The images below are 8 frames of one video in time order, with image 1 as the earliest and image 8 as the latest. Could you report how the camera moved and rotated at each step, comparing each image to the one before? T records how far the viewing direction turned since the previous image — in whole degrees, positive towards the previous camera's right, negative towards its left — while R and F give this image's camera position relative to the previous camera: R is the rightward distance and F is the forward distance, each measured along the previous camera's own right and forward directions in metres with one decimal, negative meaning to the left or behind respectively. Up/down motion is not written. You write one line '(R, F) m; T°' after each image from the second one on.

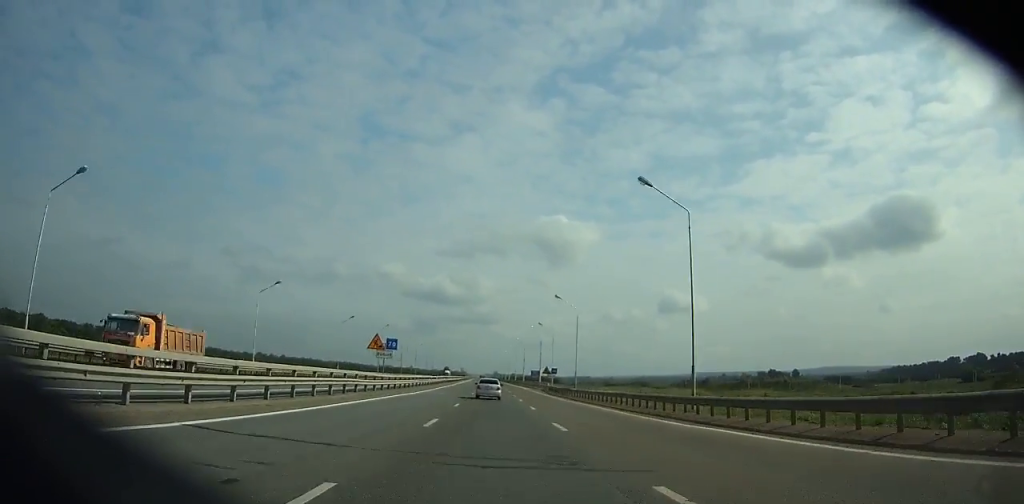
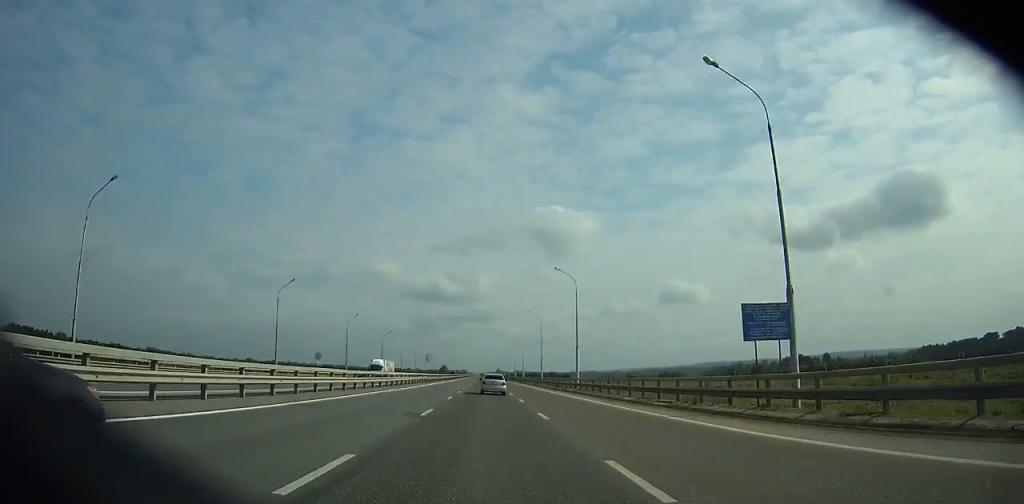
(-1.0, +106.7) m; -1°
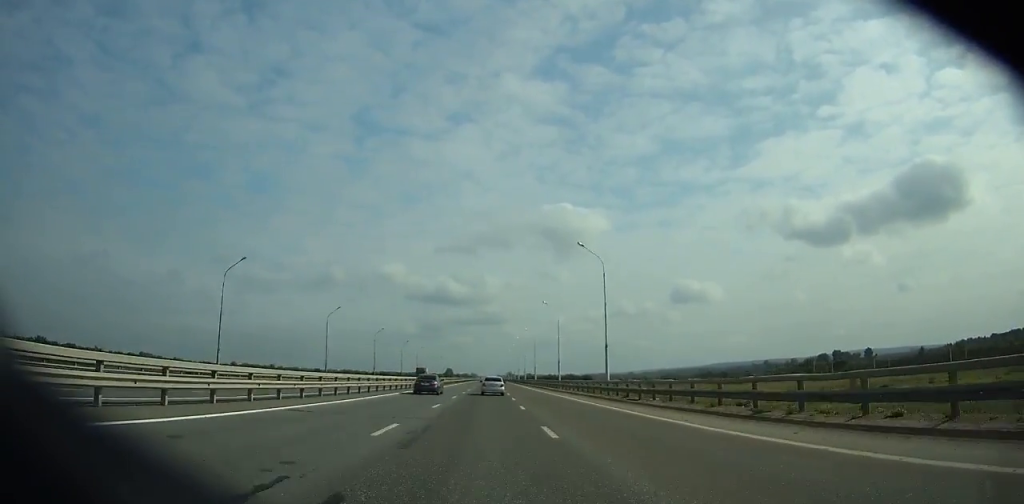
(-0.7, +99.0) m; 0°
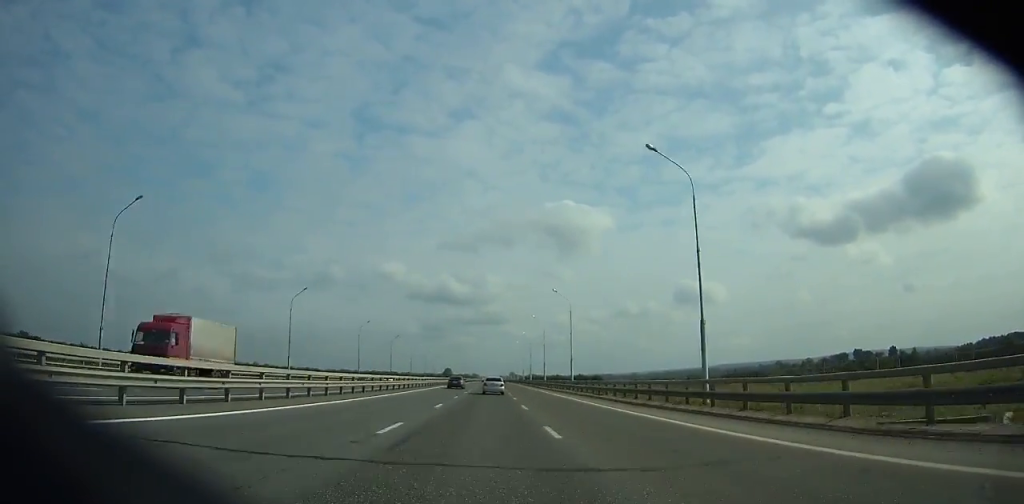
(0.0, +59.1) m; -1°
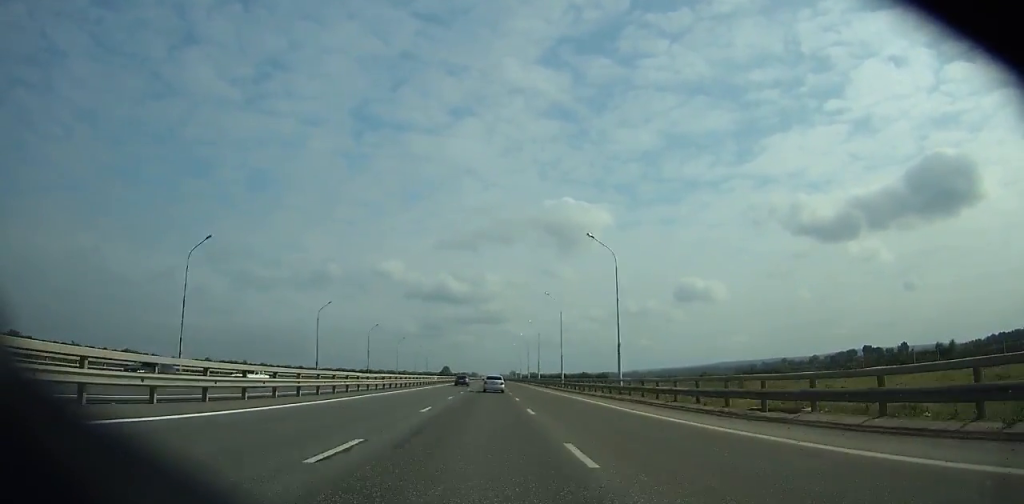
(-0.4, +28.1) m; 0°
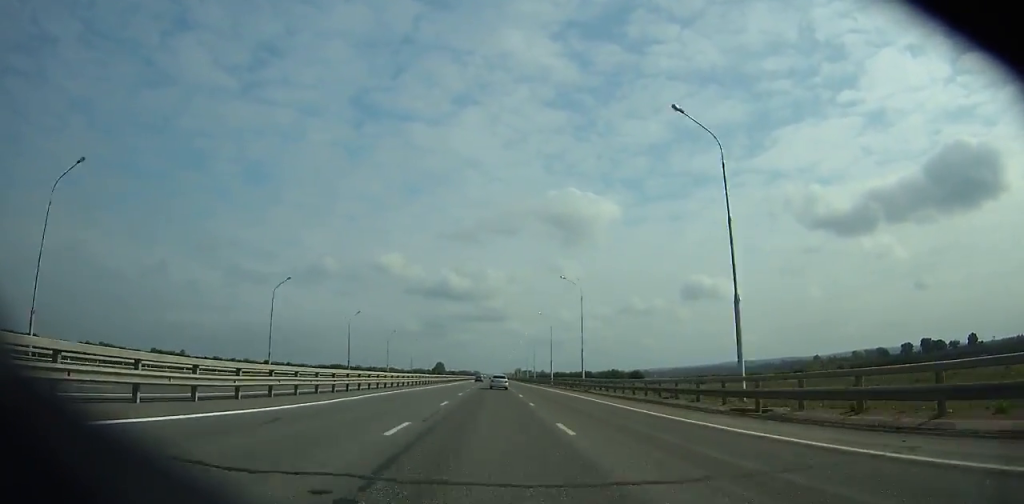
(-0.1, +136.9) m; 0°
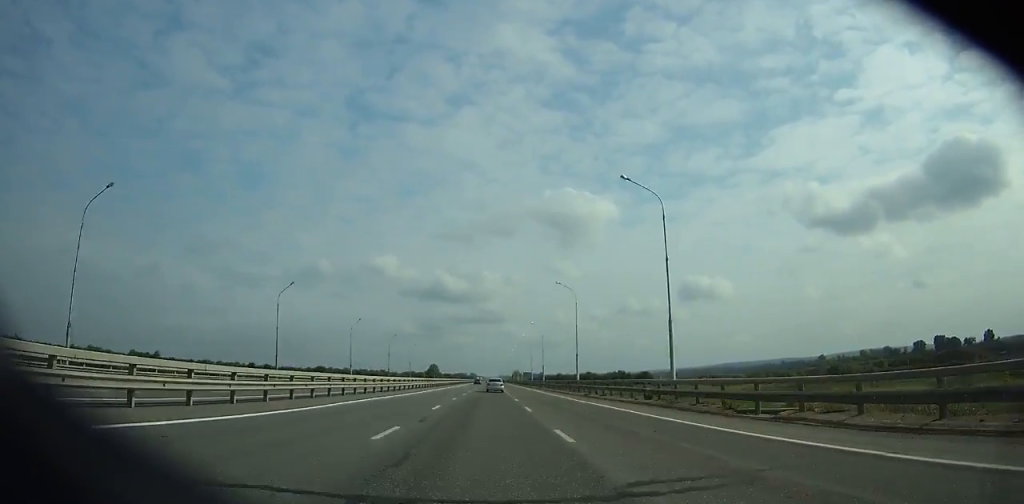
(0.0, +35.9) m; 0°
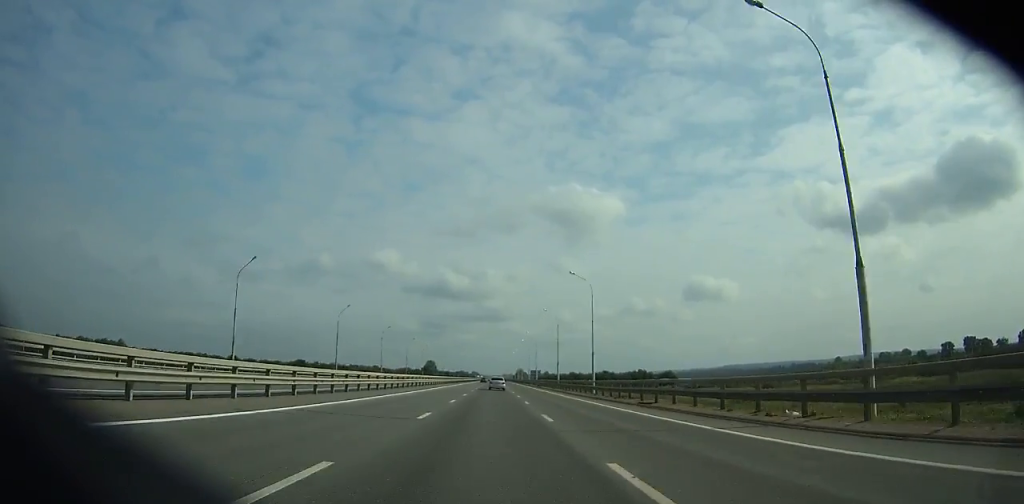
(-0.1, +53.2) m; 0°
